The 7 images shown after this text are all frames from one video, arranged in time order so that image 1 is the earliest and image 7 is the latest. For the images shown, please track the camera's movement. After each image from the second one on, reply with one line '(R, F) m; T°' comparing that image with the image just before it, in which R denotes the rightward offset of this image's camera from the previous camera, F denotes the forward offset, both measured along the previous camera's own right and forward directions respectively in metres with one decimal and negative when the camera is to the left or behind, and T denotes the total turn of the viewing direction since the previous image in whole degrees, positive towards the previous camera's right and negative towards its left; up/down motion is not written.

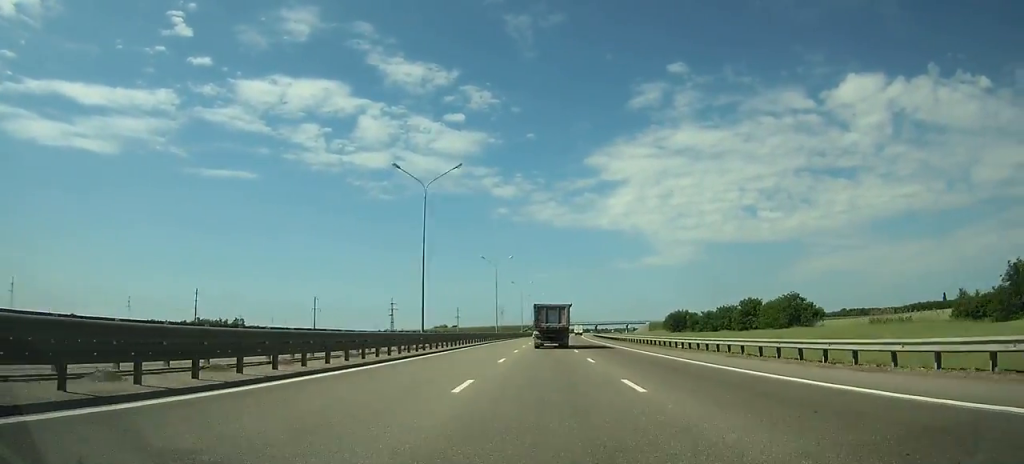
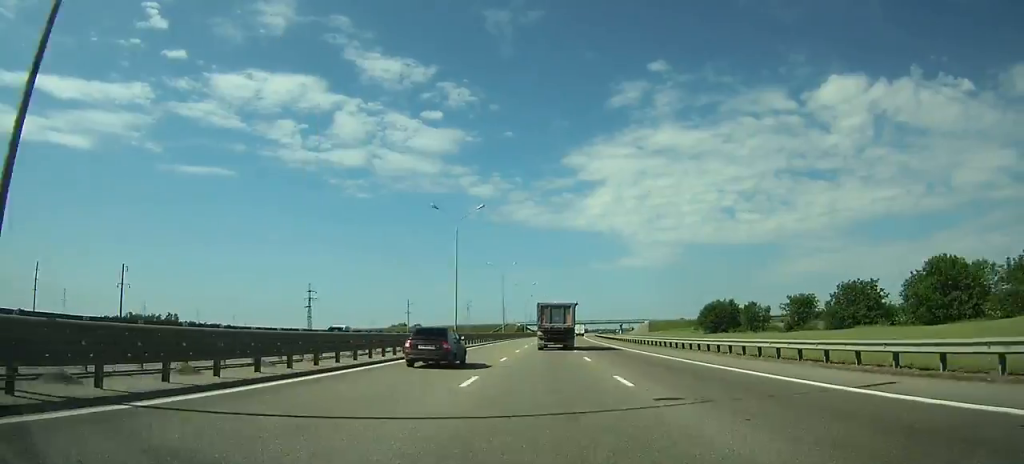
(+1.7, +82.6) m; +2°
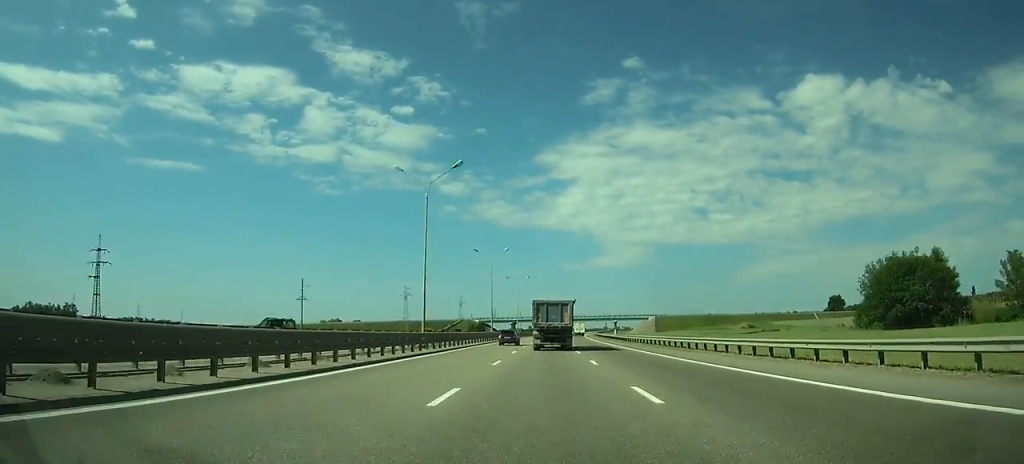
(+2.3, +98.0) m; +3°
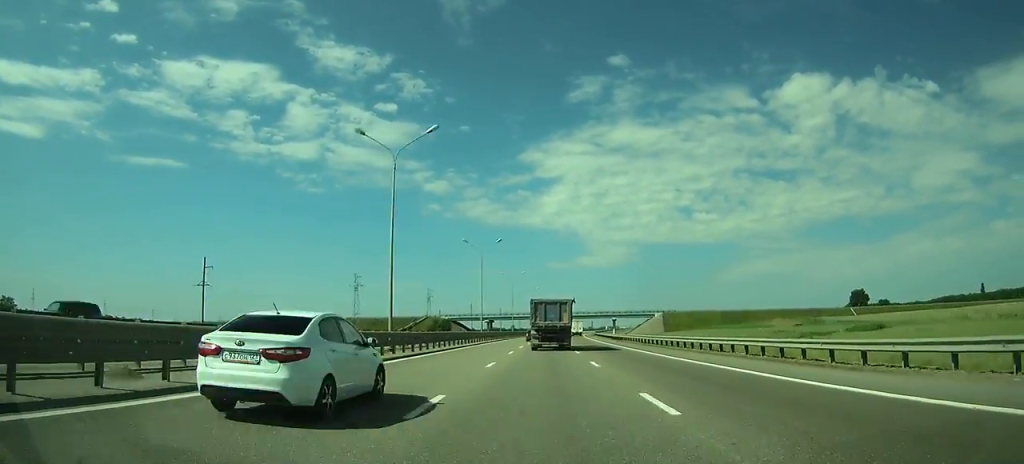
(+0.5, +51.3) m; +1°
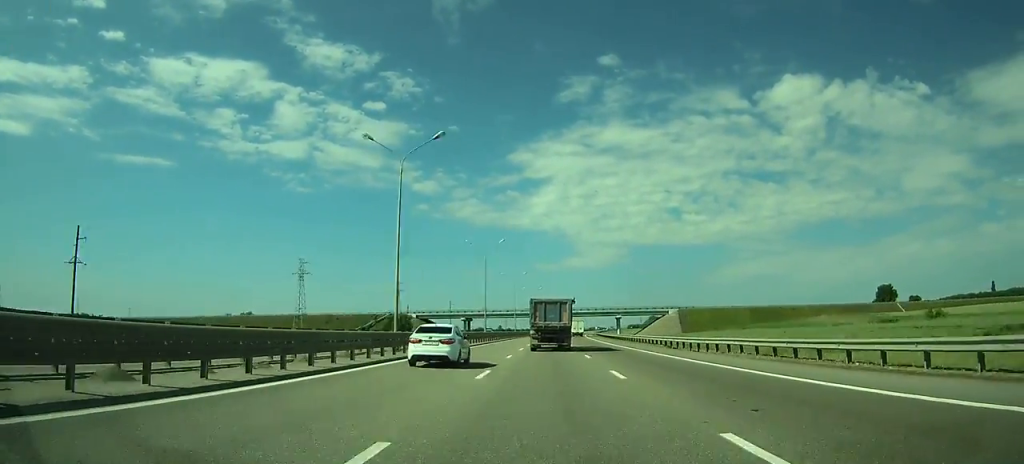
(+0.4, +41.4) m; +1°
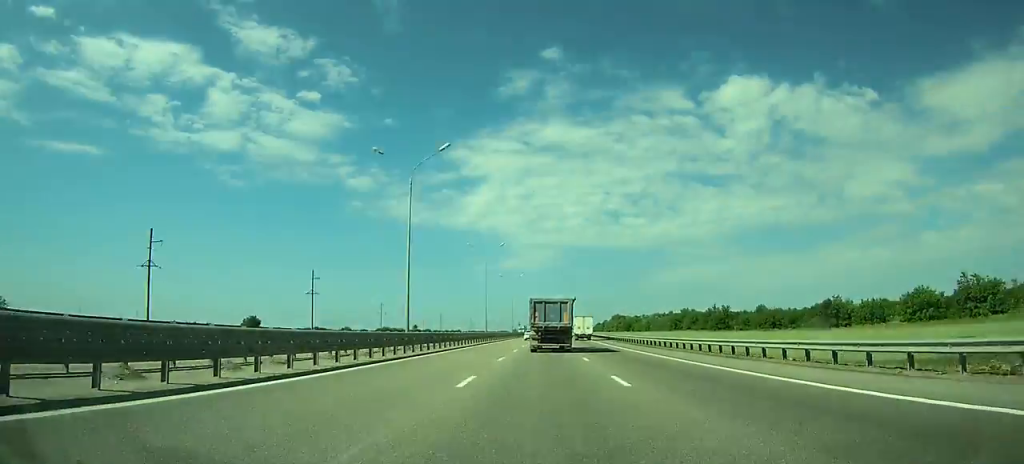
(+11.6, +206.8) m; +6°
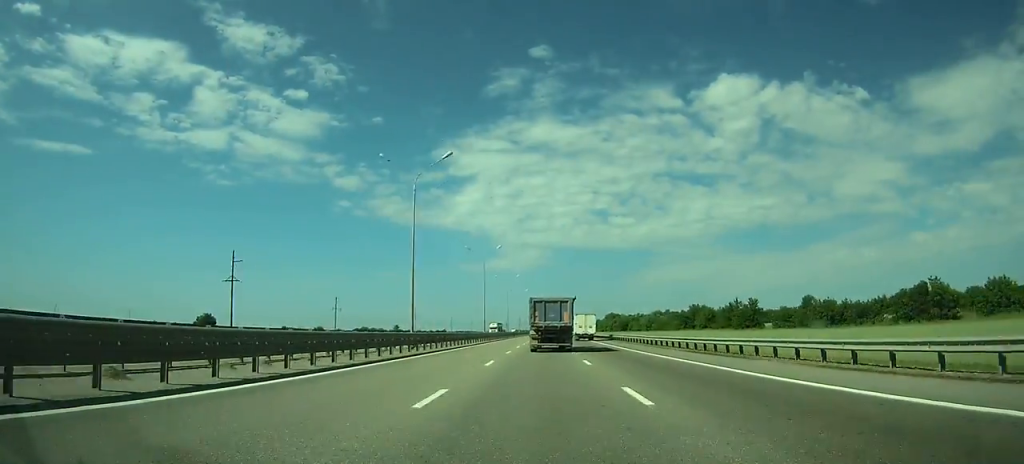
(+0.4, +38.6) m; +1°
